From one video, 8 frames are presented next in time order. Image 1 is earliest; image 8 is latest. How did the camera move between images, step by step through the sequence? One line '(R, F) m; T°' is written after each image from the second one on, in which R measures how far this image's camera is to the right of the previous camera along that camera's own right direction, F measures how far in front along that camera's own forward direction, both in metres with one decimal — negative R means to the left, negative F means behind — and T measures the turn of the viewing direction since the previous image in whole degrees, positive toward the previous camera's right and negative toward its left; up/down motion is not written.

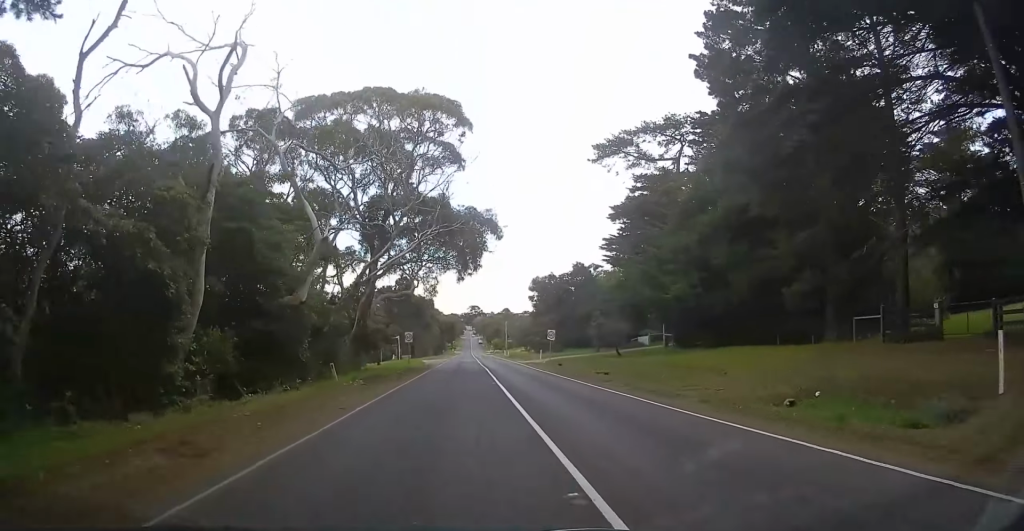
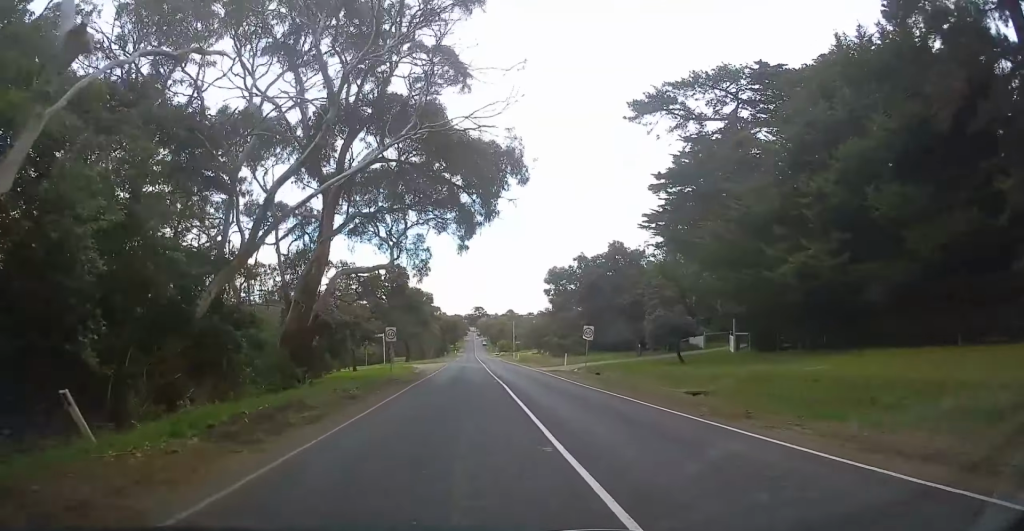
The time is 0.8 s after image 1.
(0.0, +14.8) m; -2°
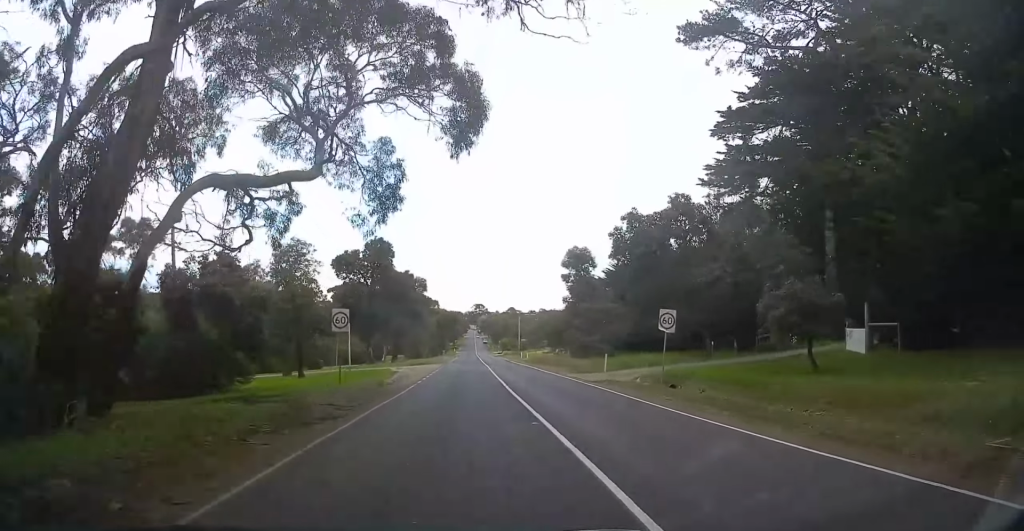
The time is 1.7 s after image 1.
(-0.5, +15.3) m; 0°
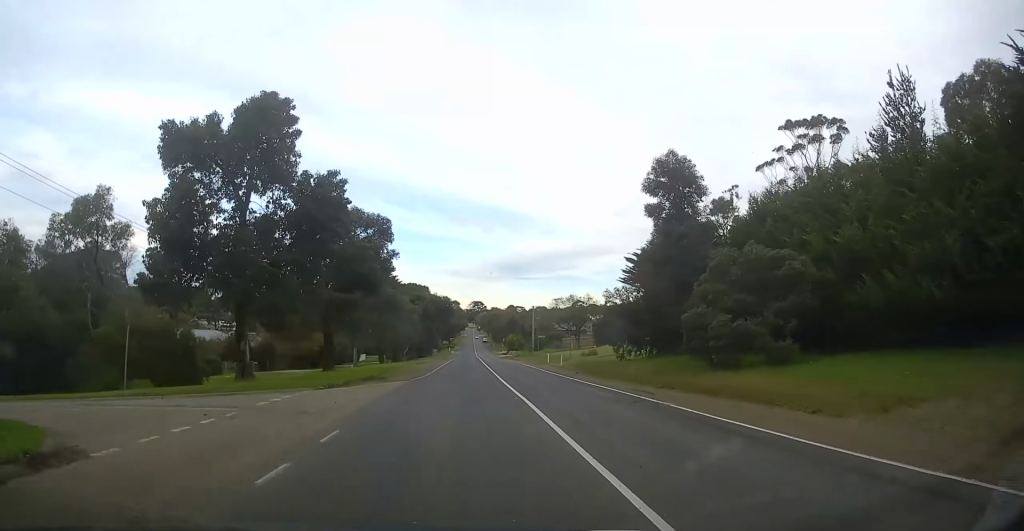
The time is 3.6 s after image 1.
(+0.1, +32.3) m; 0°
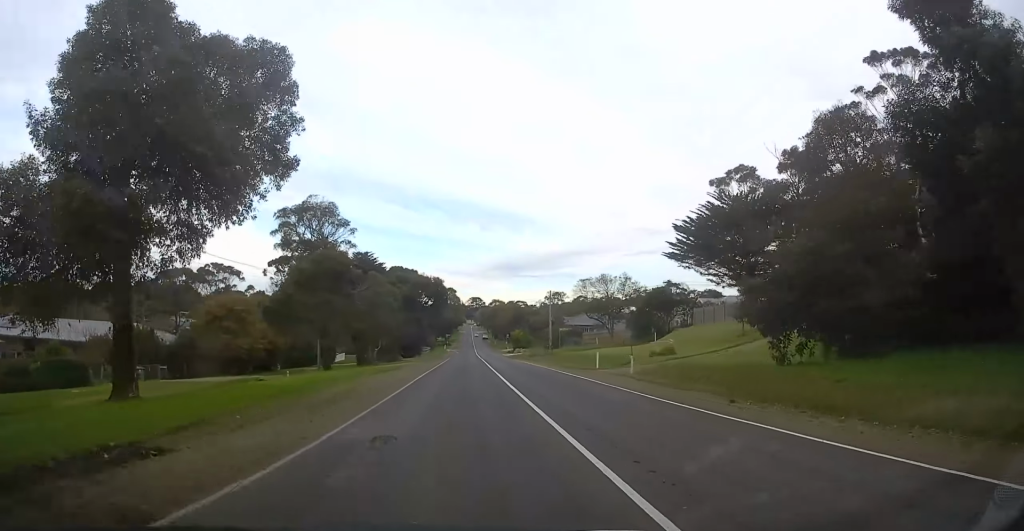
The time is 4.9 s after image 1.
(+0.4, +23.0) m; +2°
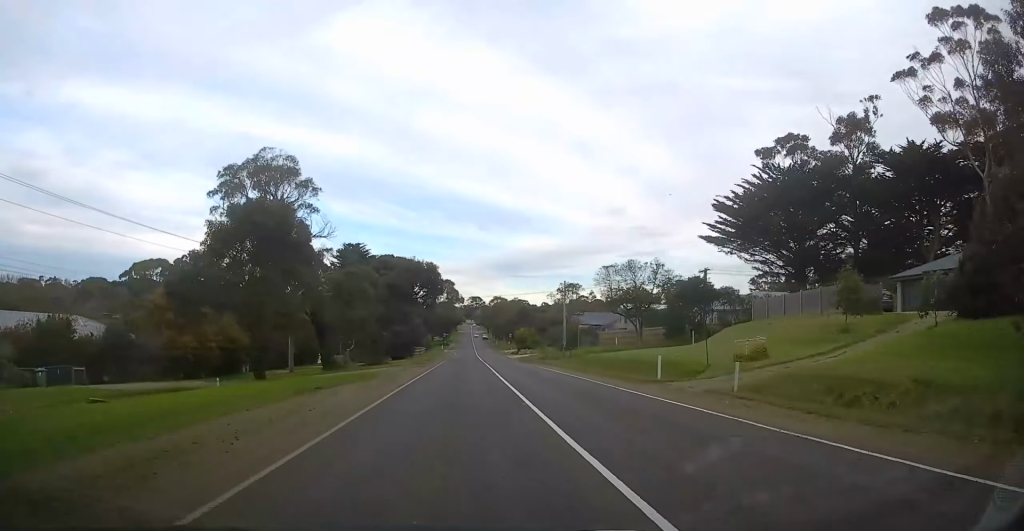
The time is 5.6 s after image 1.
(+0.1, +12.7) m; 0°
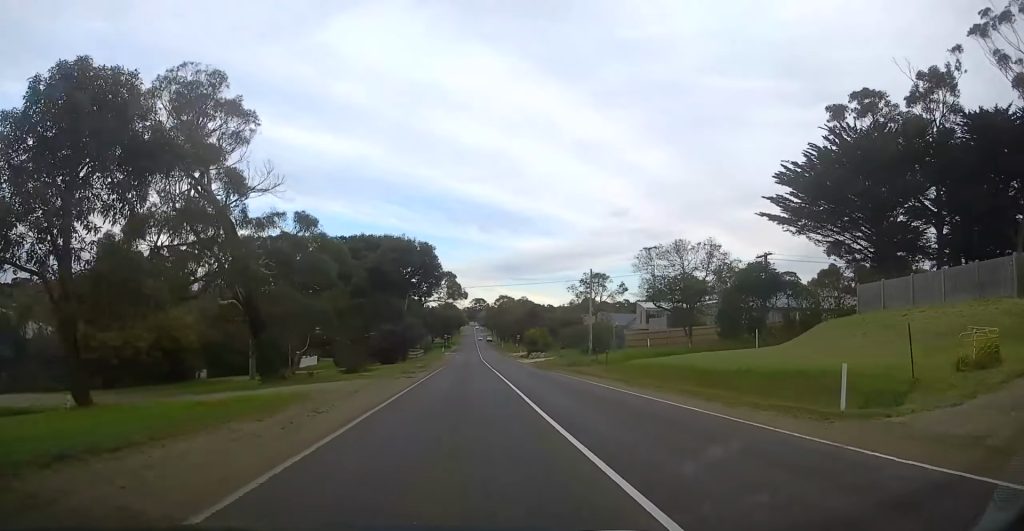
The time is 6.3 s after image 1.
(0.0, +12.7) m; 0°
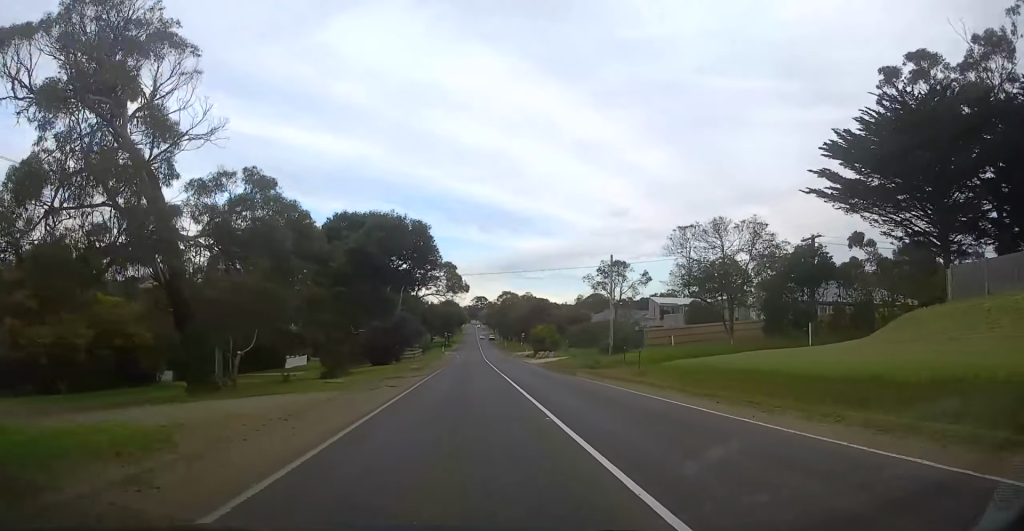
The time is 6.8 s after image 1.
(0.0, +7.2) m; 0°
